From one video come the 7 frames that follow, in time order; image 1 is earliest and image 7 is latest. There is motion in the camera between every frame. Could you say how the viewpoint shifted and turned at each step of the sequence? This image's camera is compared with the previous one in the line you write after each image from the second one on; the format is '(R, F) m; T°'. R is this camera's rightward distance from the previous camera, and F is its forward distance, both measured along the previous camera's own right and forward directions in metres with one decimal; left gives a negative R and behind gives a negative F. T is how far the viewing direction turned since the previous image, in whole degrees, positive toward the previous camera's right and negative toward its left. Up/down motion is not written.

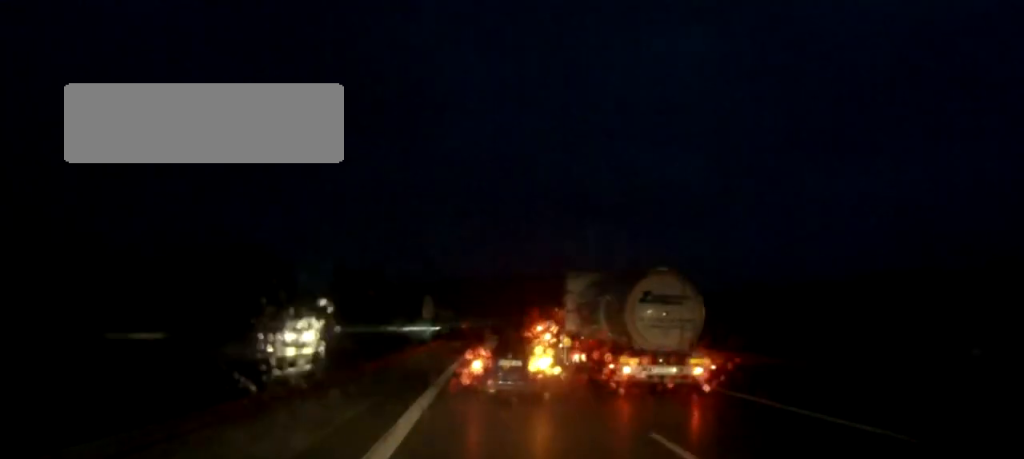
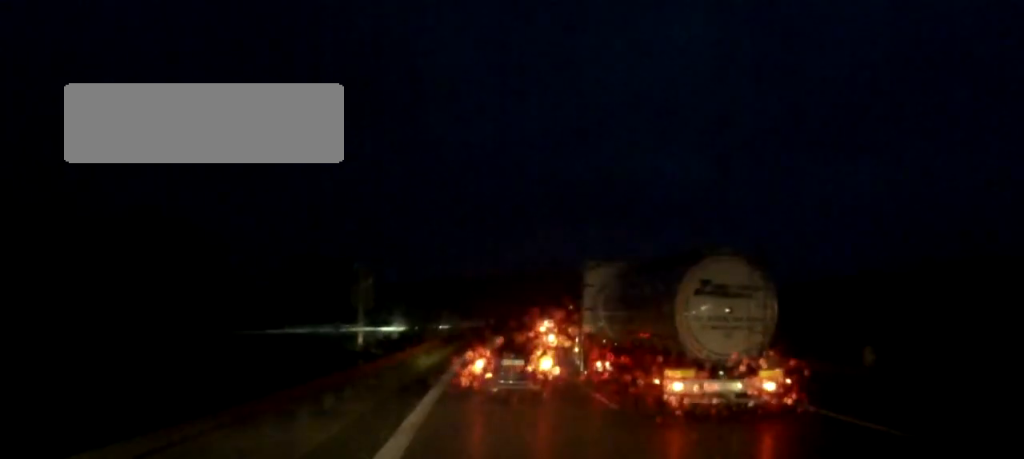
(+0.1, +21.7) m; +1°
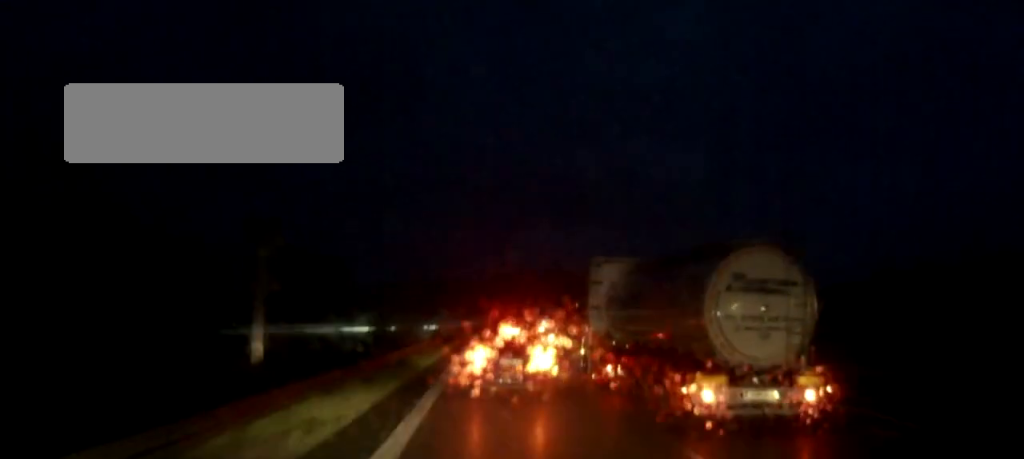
(+0.1, +10.4) m; 0°
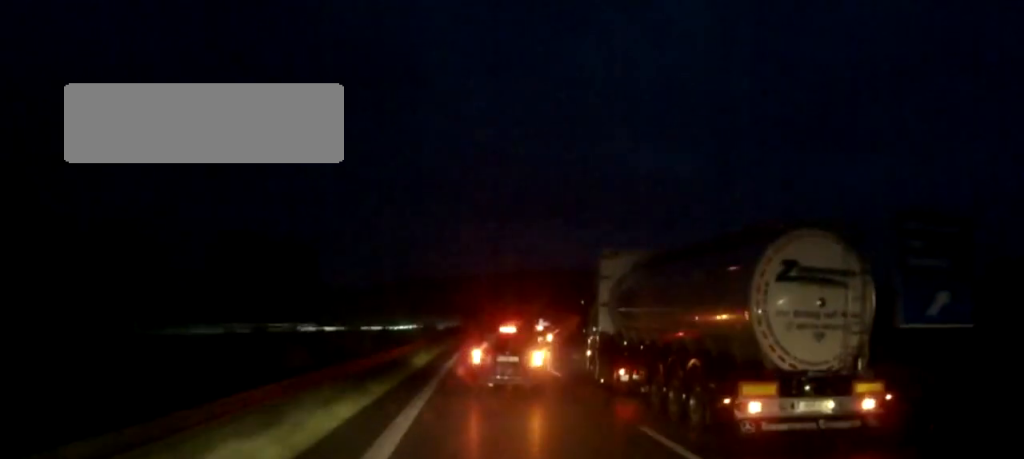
(0.0, +14.3) m; 0°
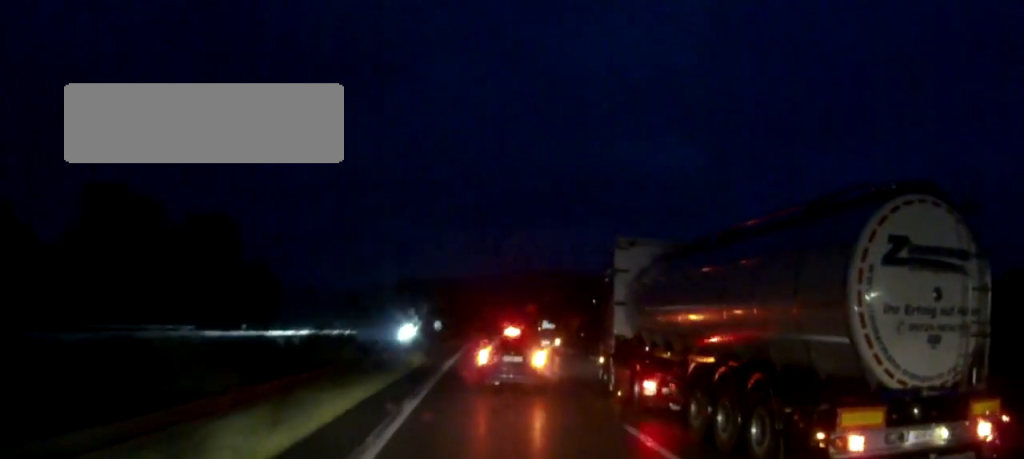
(+0.3, +35.1) m; +1°
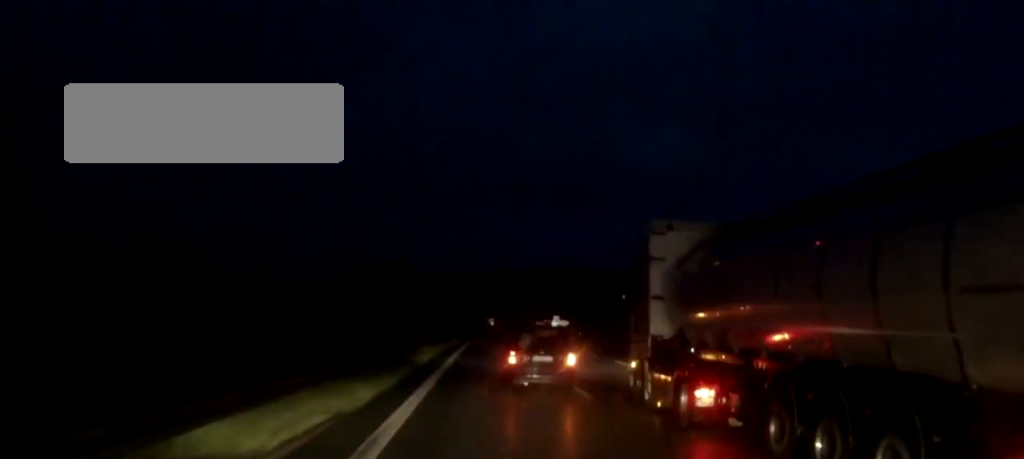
(+0.1, +45.8) m; 0°
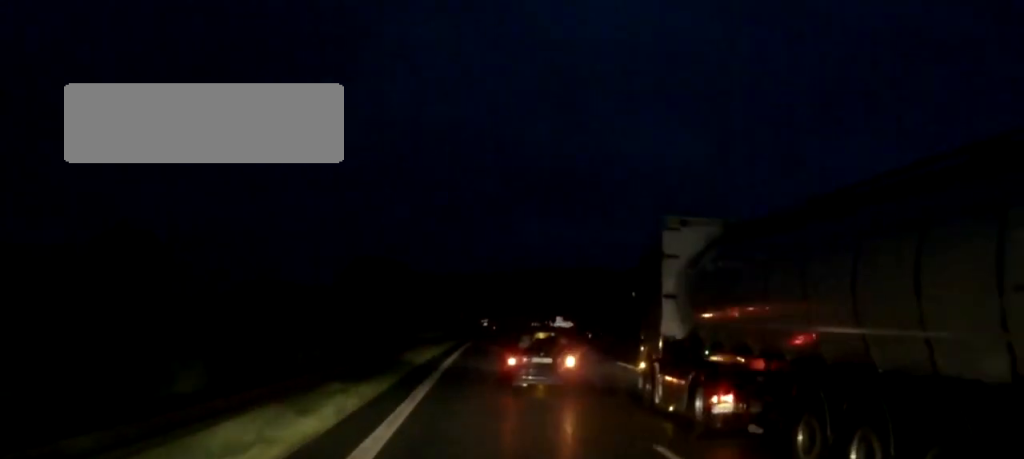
(0.0, +14.4) m; 0°
